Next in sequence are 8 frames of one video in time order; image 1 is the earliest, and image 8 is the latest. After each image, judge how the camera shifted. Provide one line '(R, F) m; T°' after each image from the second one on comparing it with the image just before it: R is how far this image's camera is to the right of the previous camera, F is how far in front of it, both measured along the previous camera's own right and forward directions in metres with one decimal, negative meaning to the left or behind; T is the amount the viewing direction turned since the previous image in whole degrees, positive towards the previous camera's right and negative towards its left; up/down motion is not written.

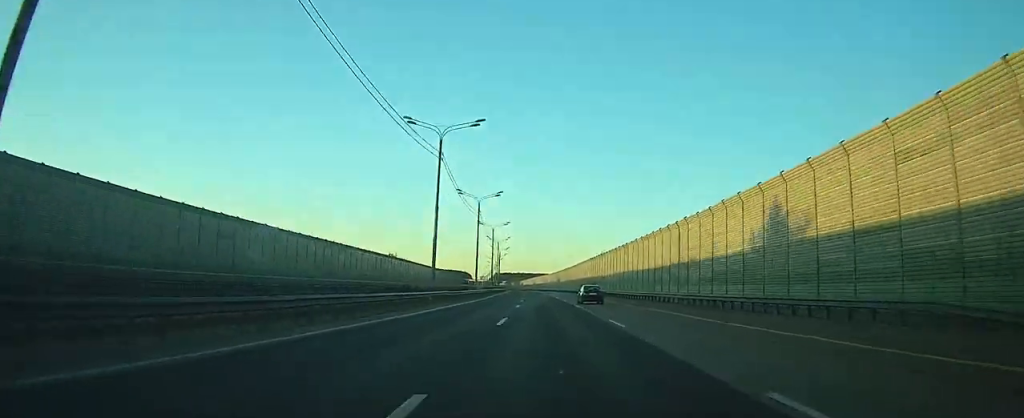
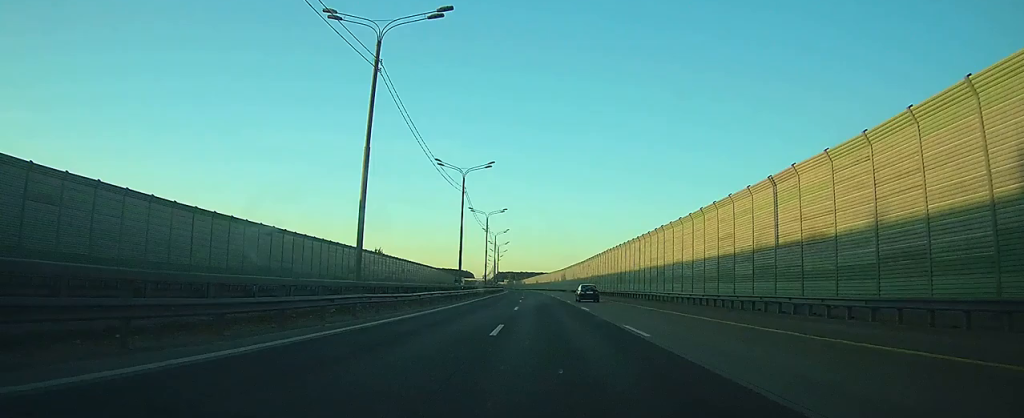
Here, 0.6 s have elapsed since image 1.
(-0.1, +19.1) m; 0°
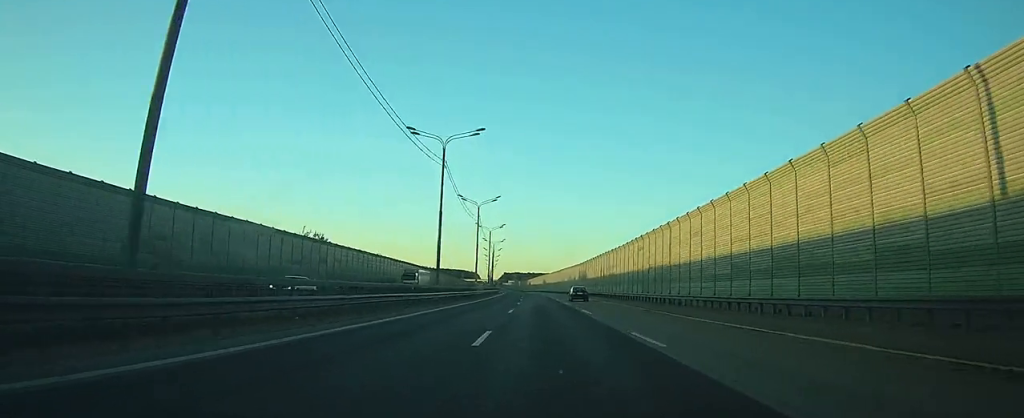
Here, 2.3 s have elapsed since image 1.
(-0.3, +50.6) m; -1°
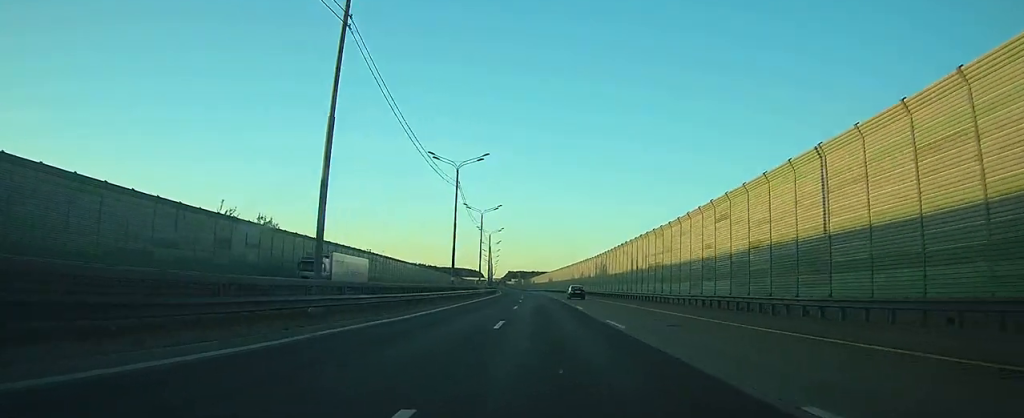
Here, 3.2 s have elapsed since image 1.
(-0.2, +26.5) m; 0°
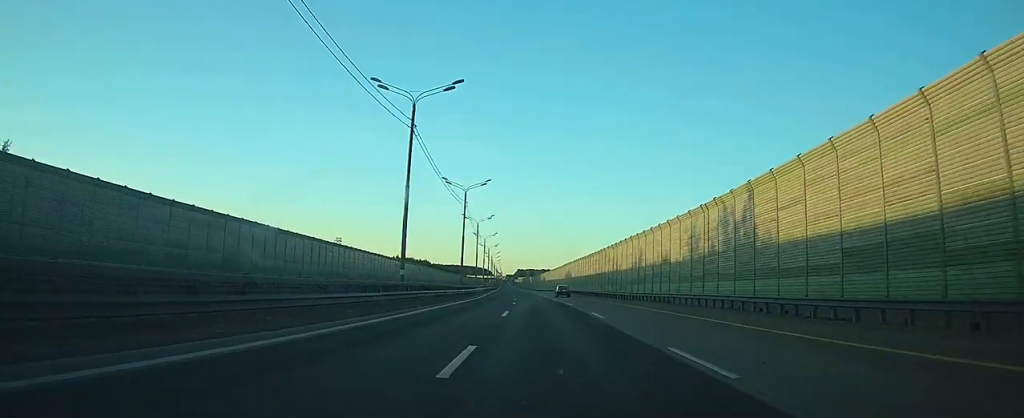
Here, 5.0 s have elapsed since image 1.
(-0.3, +57.7) m; -1°
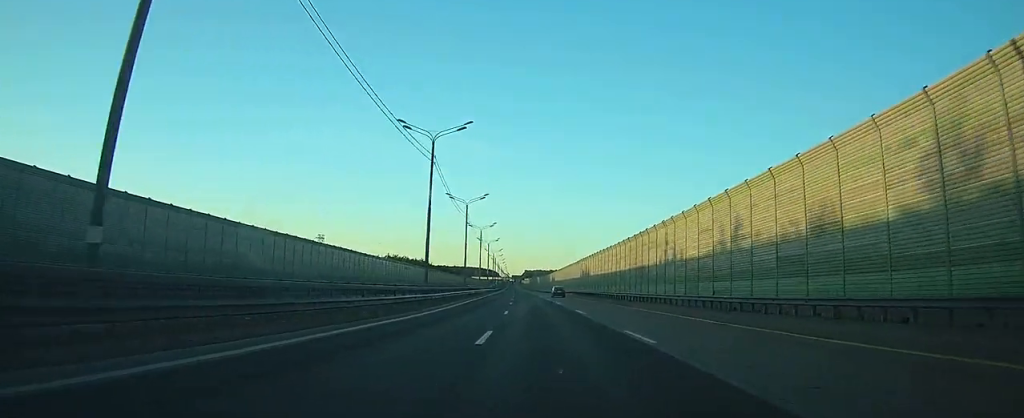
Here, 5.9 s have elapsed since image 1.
(-0.1, +27.0) m; -1°
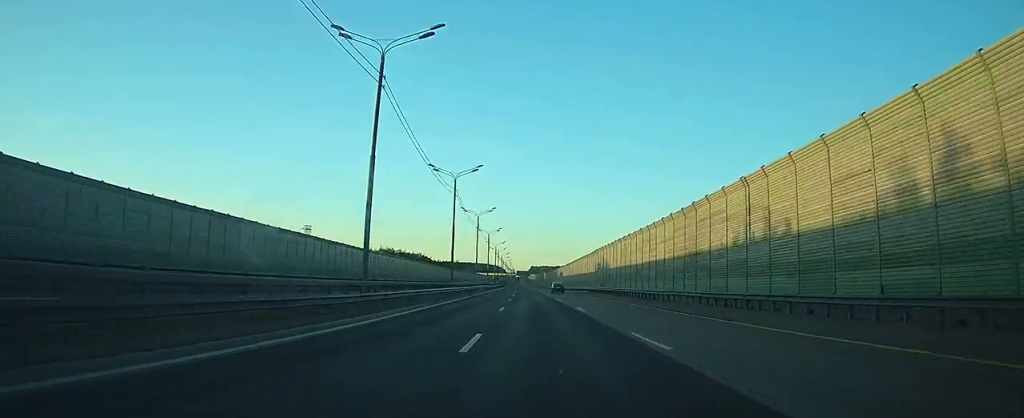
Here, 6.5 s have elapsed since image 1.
(0.0, +17.7) m; -1°
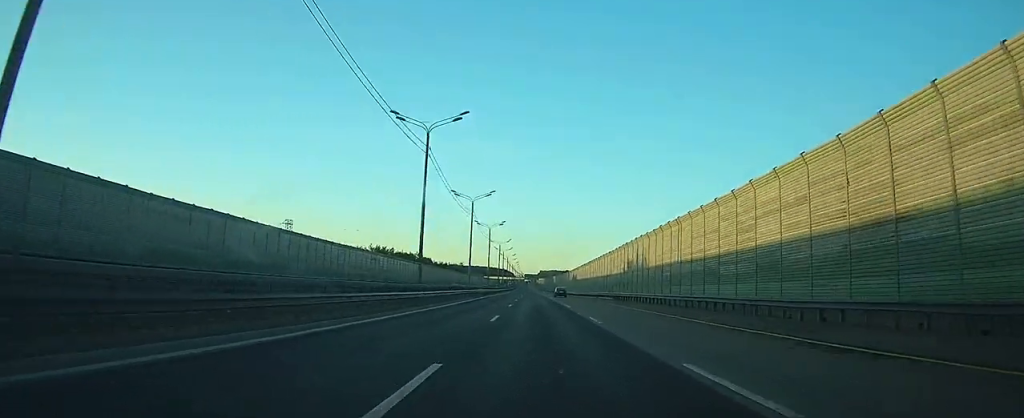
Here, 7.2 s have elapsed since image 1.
(-0.3, +22.1) m; -1°
